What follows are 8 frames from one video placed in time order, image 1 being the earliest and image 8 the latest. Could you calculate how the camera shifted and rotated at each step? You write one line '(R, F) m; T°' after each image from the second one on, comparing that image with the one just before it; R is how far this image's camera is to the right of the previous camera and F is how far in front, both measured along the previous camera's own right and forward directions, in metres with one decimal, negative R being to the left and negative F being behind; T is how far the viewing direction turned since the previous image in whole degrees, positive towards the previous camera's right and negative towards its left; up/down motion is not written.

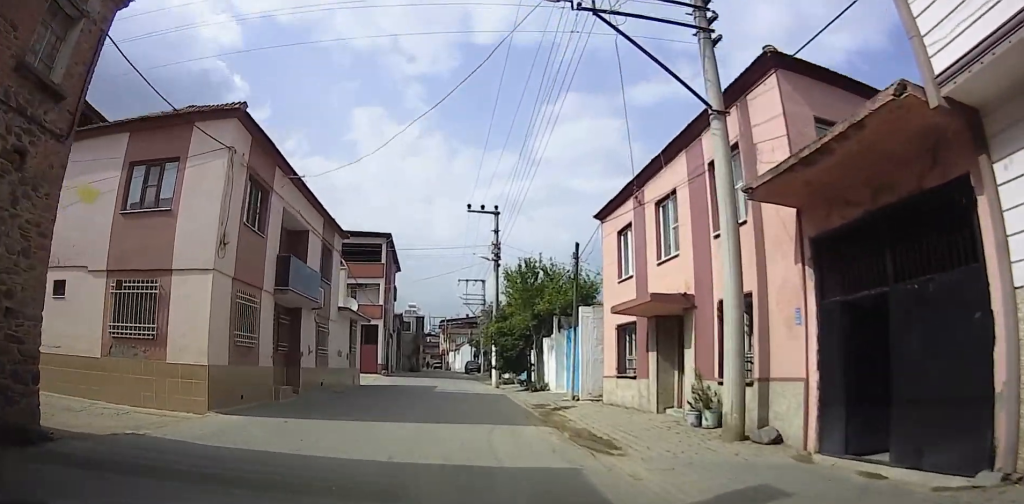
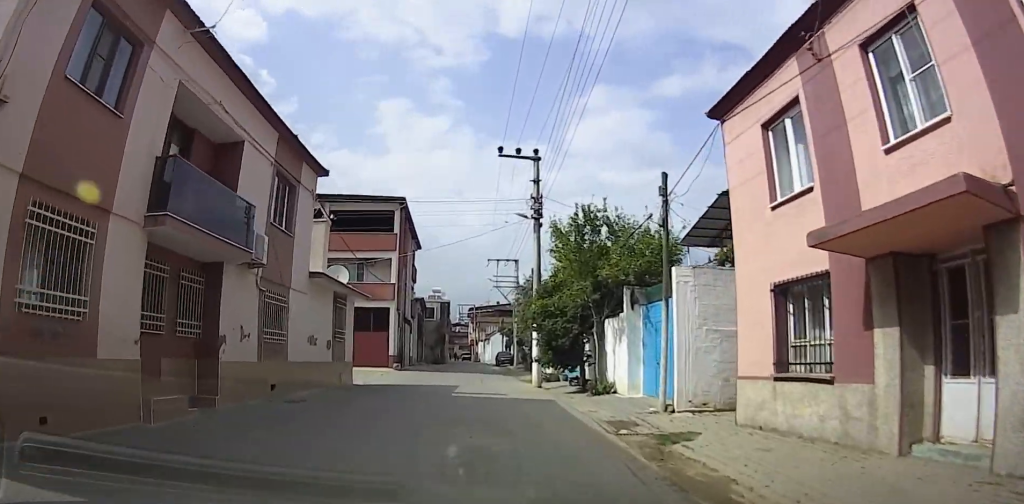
(0.0, +6.3) m; 0°
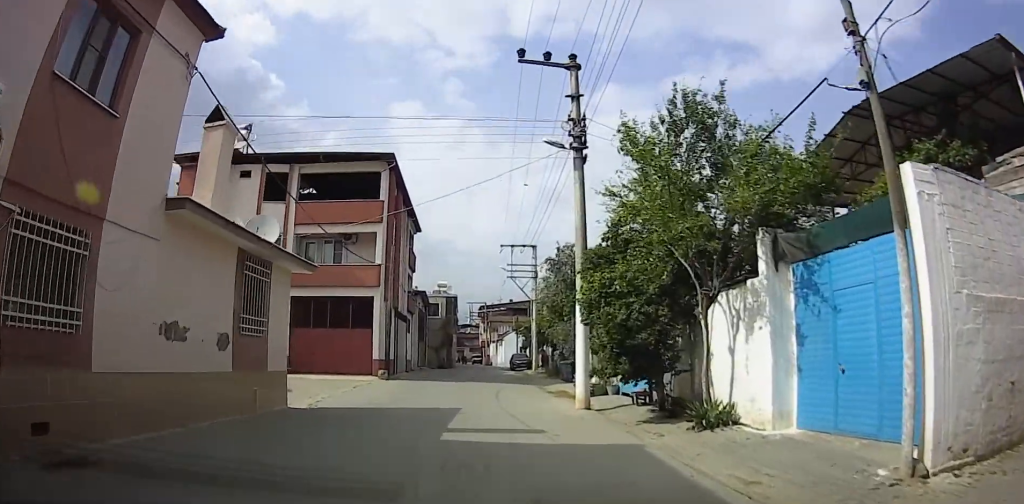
(0.0, +6.5) m; 0°
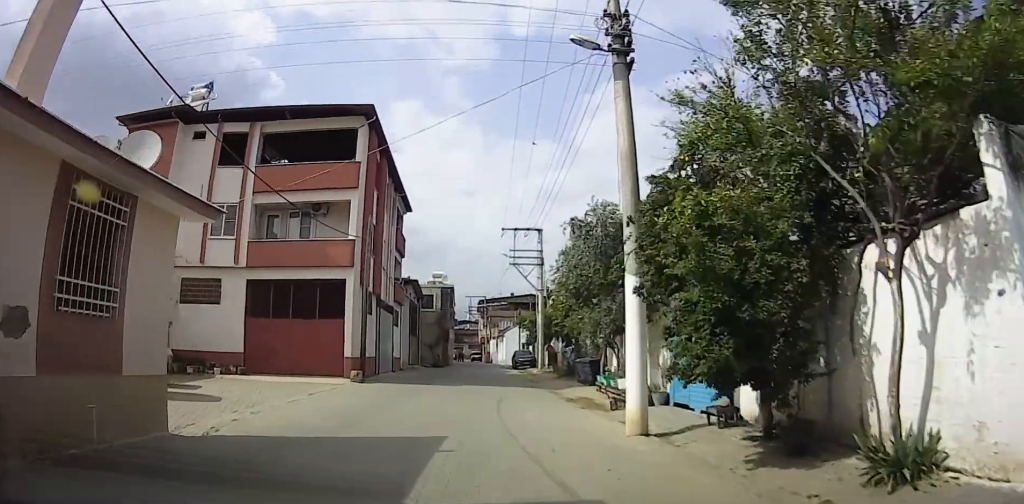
(0.0, +4.5) m; 0°
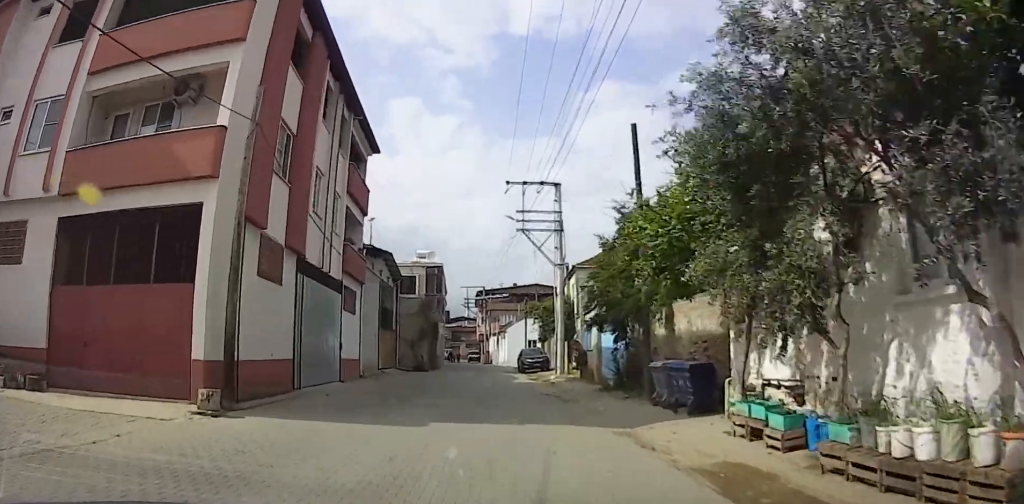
(0.0, +10.3) m; 0°
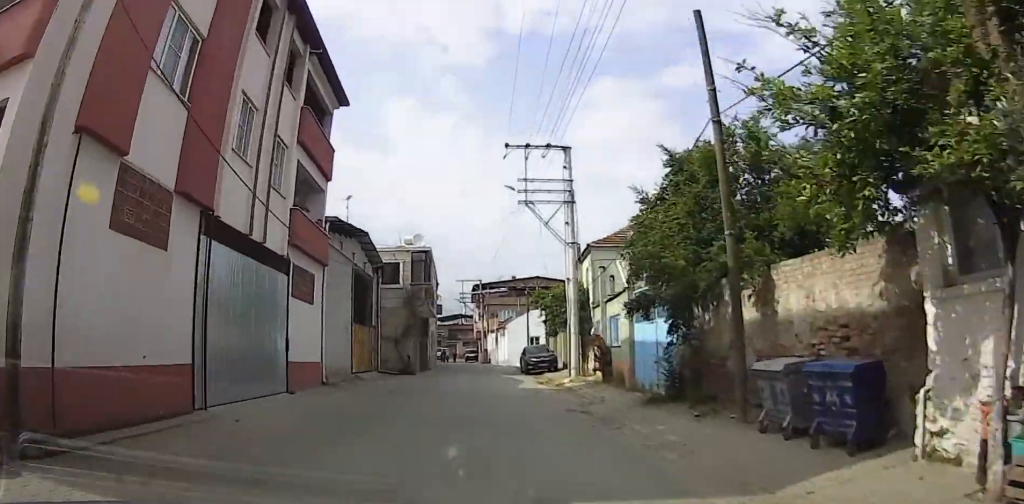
(0.0, +5.7) m; 0°
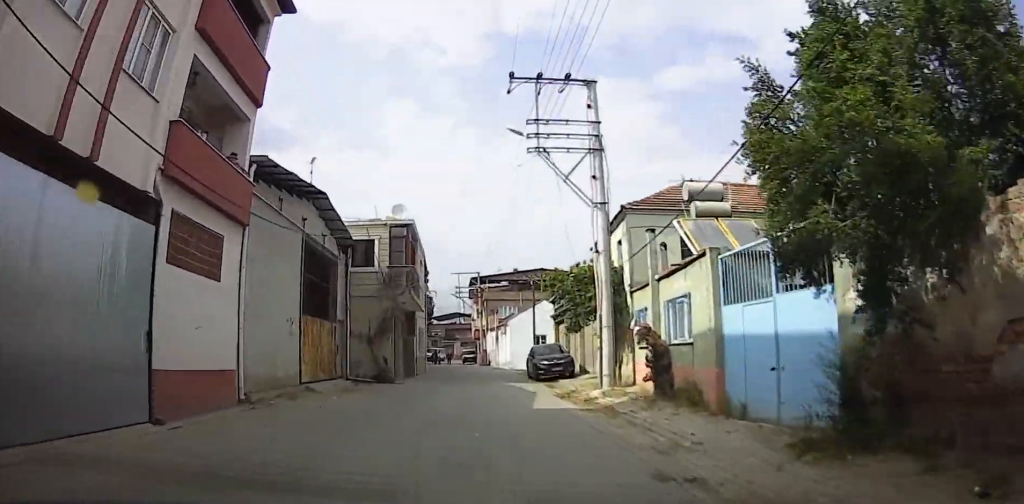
(0.0, +7.5) m; 0°
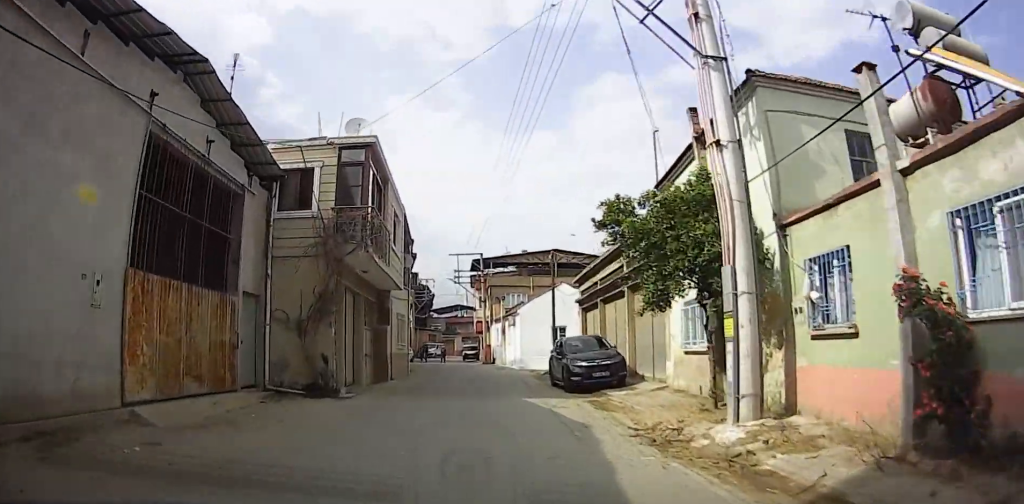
(0.0, +11.2) m; 0°
